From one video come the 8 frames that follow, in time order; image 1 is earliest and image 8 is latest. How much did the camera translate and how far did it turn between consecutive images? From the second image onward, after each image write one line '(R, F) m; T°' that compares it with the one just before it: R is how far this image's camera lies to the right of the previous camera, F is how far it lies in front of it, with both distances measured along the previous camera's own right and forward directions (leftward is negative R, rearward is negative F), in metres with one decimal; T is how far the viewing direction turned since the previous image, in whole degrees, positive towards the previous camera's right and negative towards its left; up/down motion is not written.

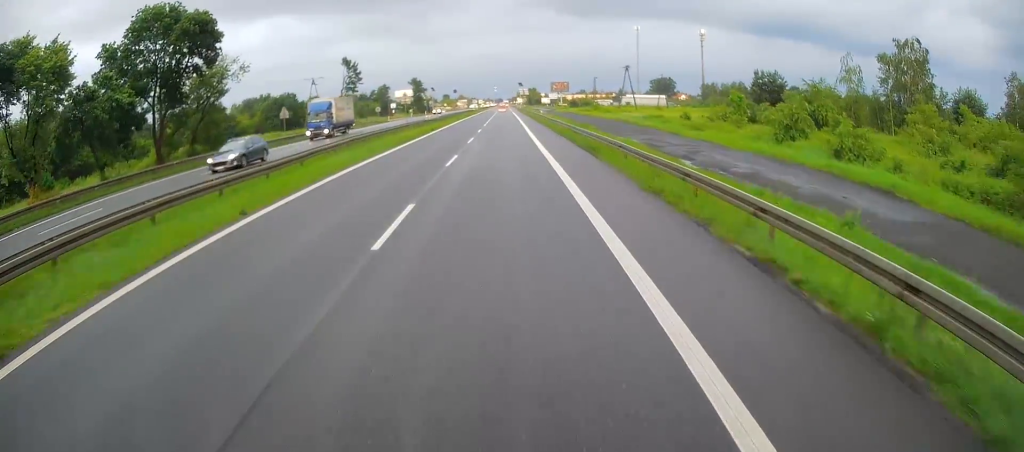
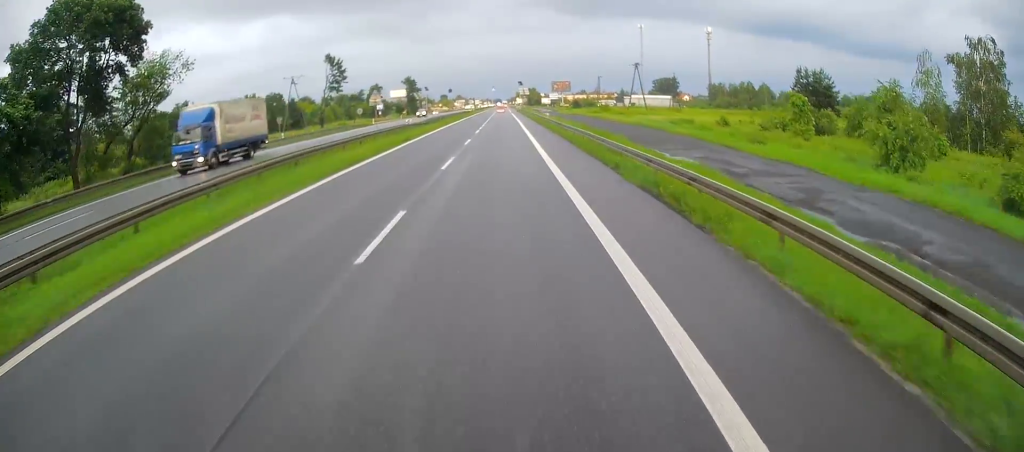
(0.0, +11.4) m; 0°
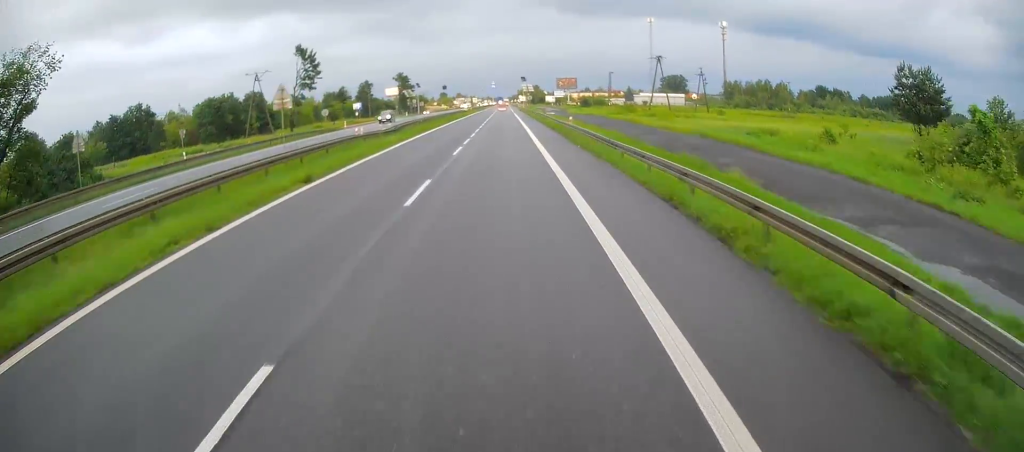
(-0.1, +17.5) m; 0°
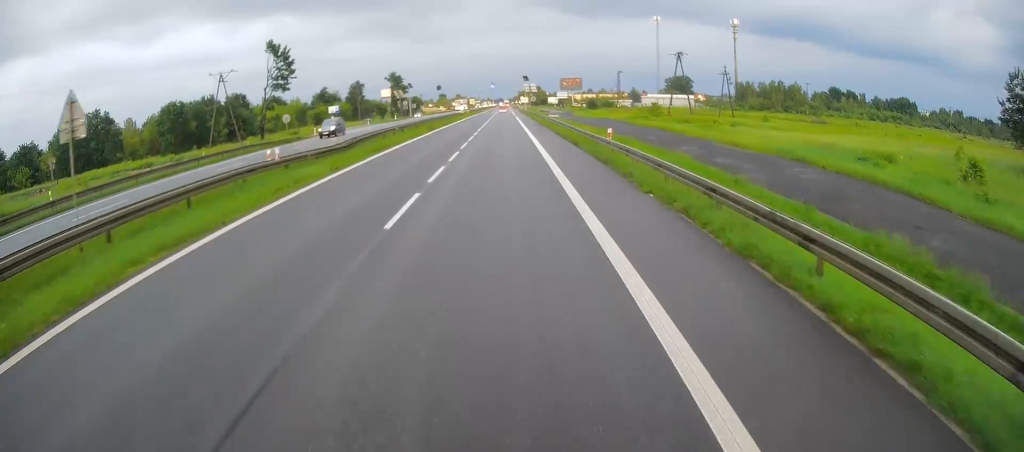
(0.0, +12.7) m; 0°
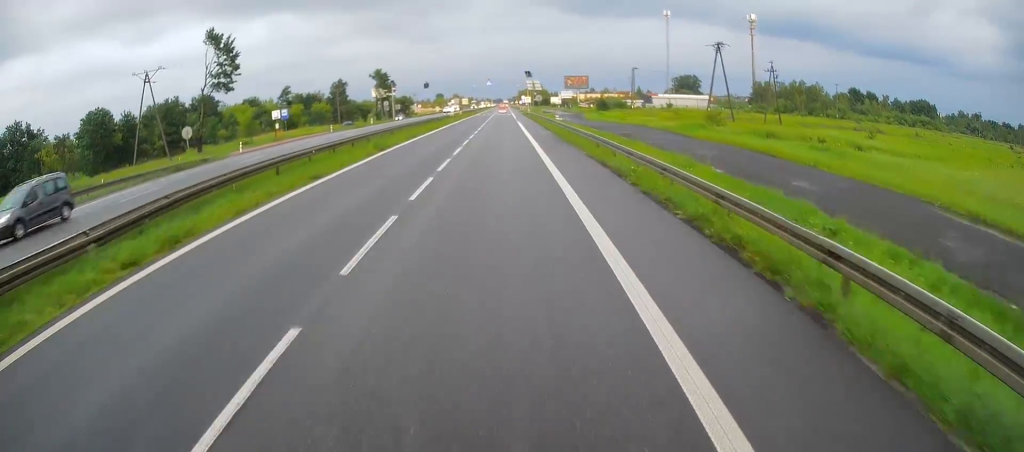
(-0.1, +19.0) m; 0°
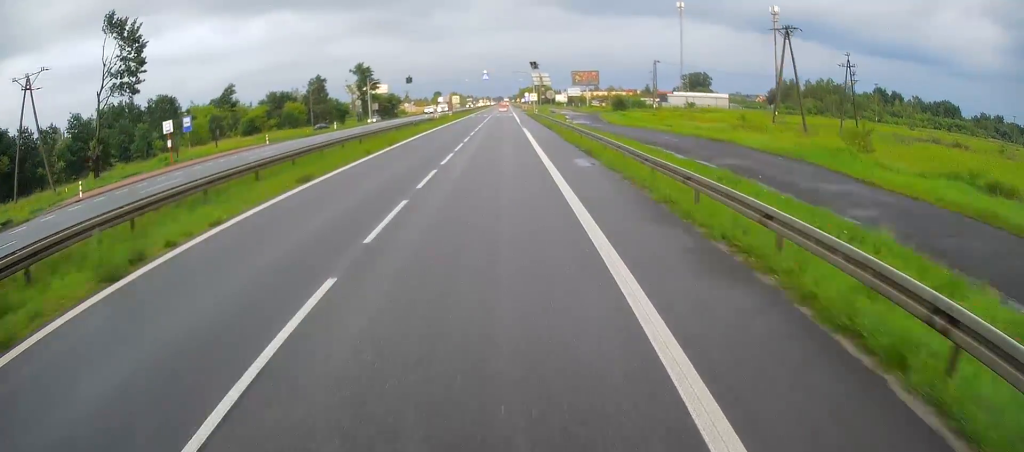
(+0.2, +20.4) m; 0°
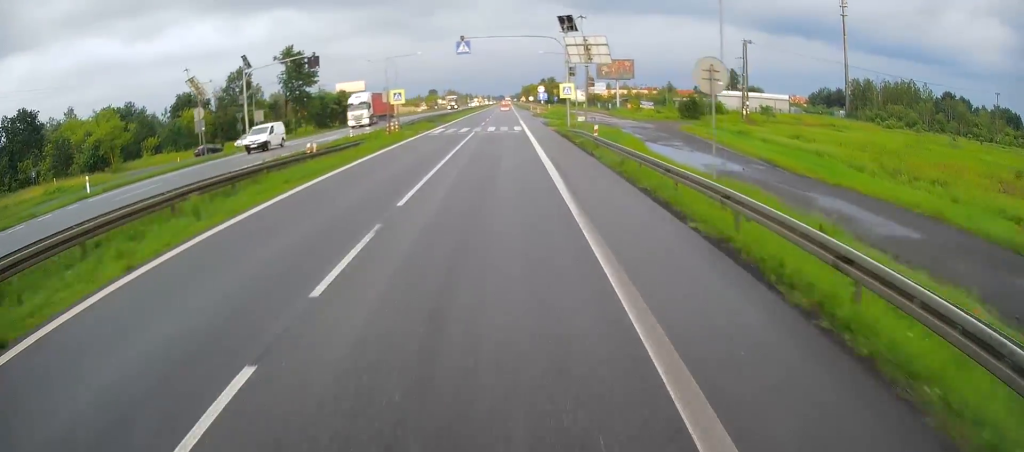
(-0.8, +47.2) m; -2°
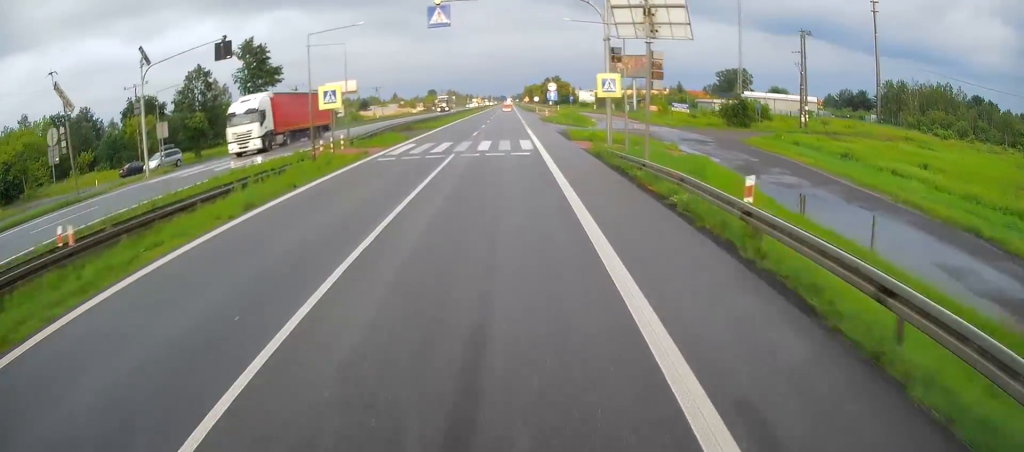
(-0.1, +16.0) m; 0°
